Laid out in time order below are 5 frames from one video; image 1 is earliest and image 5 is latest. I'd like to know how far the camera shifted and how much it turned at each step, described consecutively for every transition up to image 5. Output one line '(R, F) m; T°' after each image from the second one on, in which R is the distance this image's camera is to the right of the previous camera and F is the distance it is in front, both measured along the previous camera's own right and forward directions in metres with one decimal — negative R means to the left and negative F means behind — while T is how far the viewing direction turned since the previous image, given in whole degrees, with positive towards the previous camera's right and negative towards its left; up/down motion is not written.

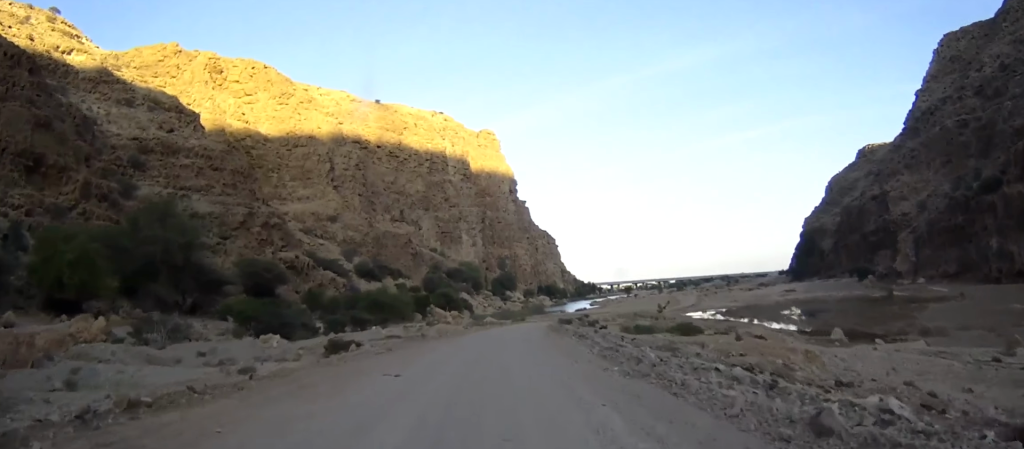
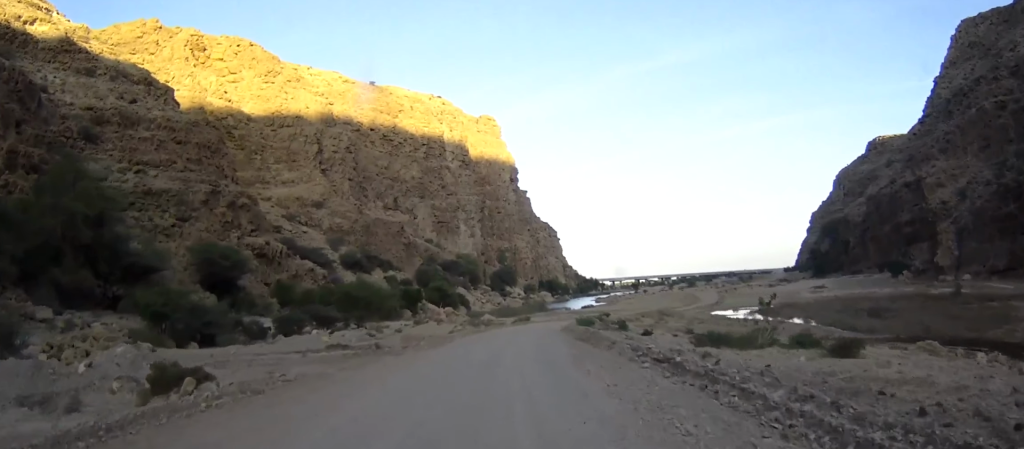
(0.0, +17.7) m; 0°
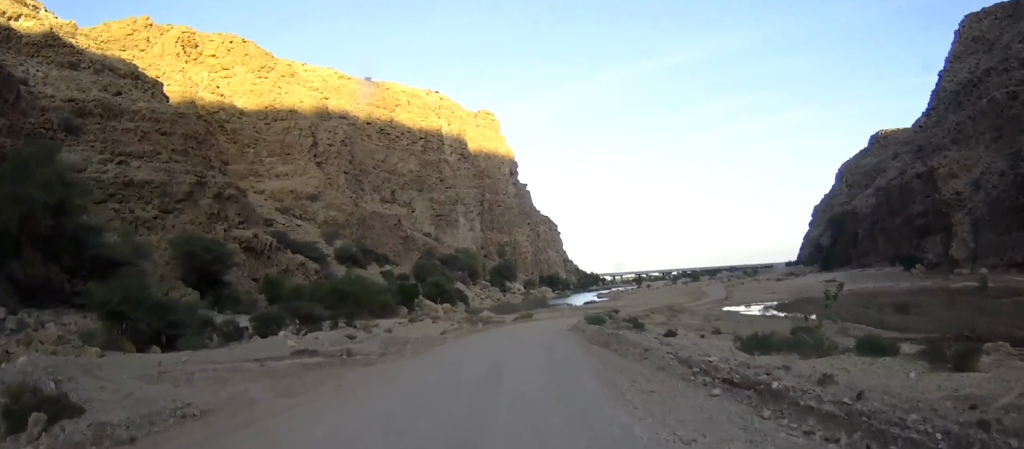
(0.0, +6.0) m; 0°
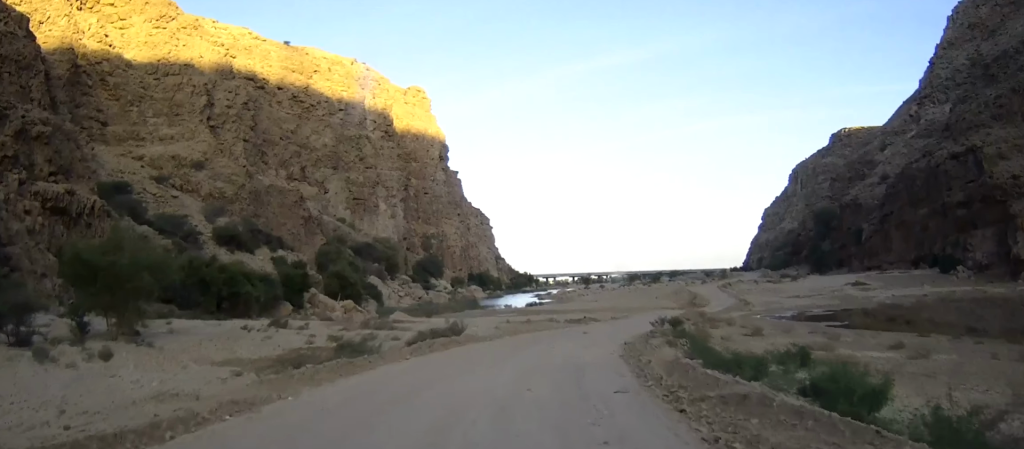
(+1.0, +40.7) m; +5°
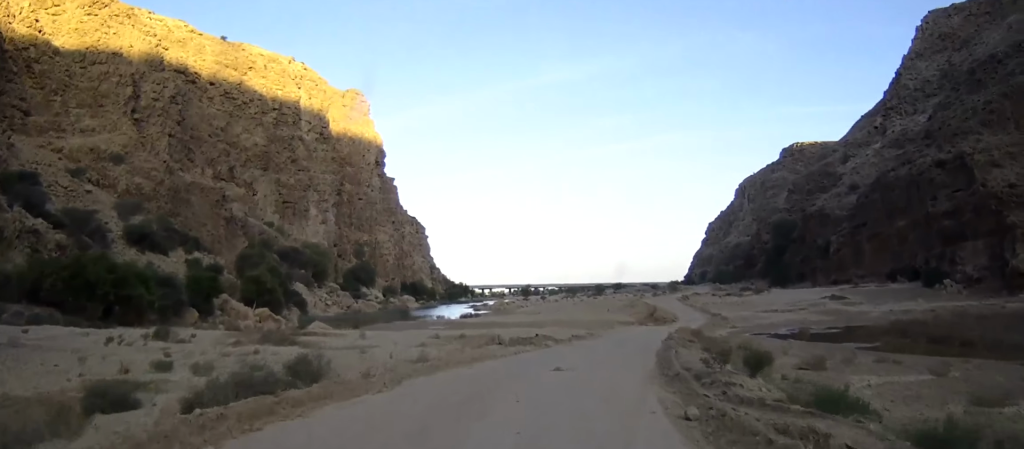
(+0.7, +13.9) m; +6°
